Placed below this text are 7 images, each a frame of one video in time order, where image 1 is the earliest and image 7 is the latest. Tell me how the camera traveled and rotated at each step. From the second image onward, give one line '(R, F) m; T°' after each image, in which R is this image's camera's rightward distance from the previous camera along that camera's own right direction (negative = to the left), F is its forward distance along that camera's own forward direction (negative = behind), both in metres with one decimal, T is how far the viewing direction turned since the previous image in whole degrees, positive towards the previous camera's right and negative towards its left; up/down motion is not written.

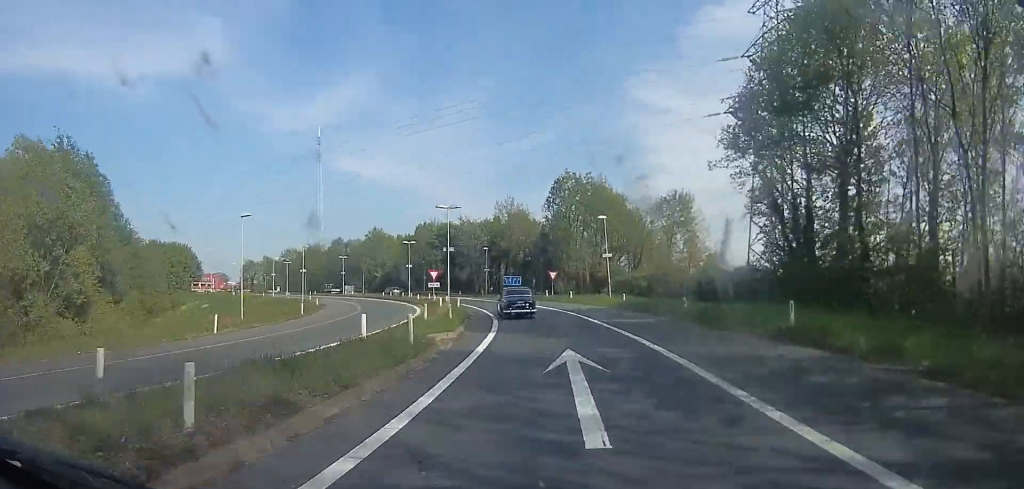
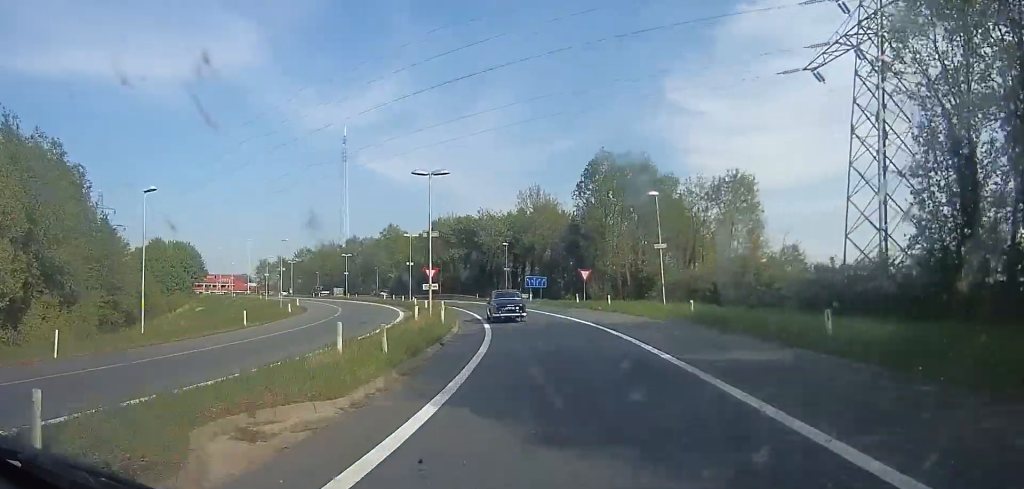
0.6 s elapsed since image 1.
(-0.1, +10.2) m; -3°
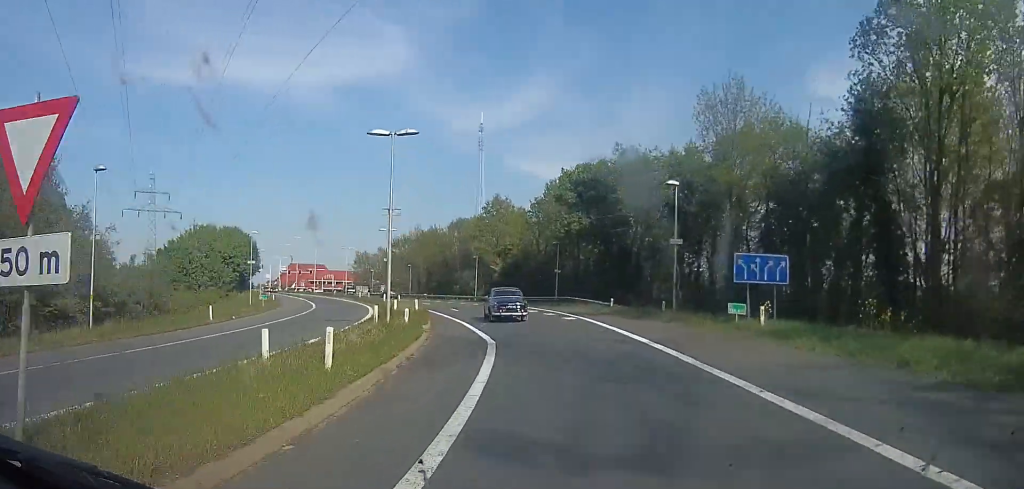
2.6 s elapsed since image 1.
(-5.2, +31.7) m; -17°
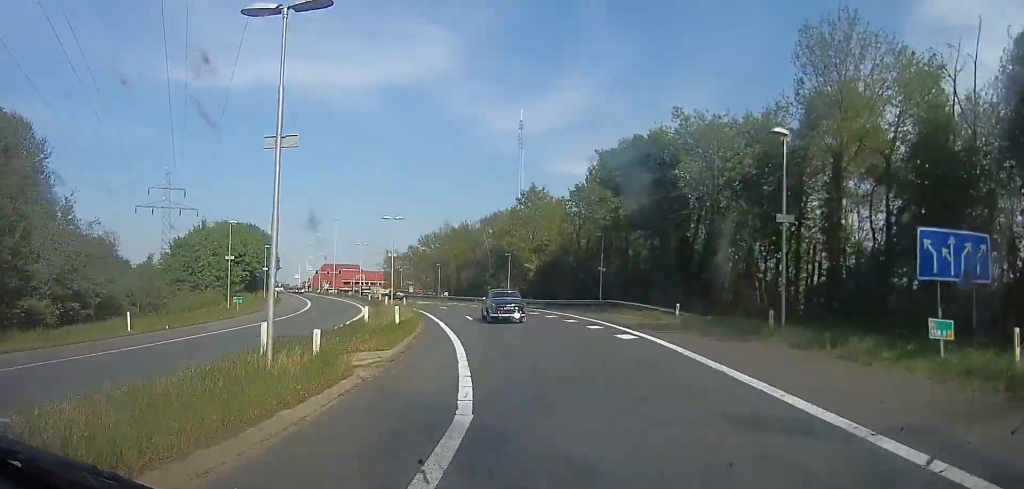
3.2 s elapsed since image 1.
(+0.1, +8.5) m; 0°
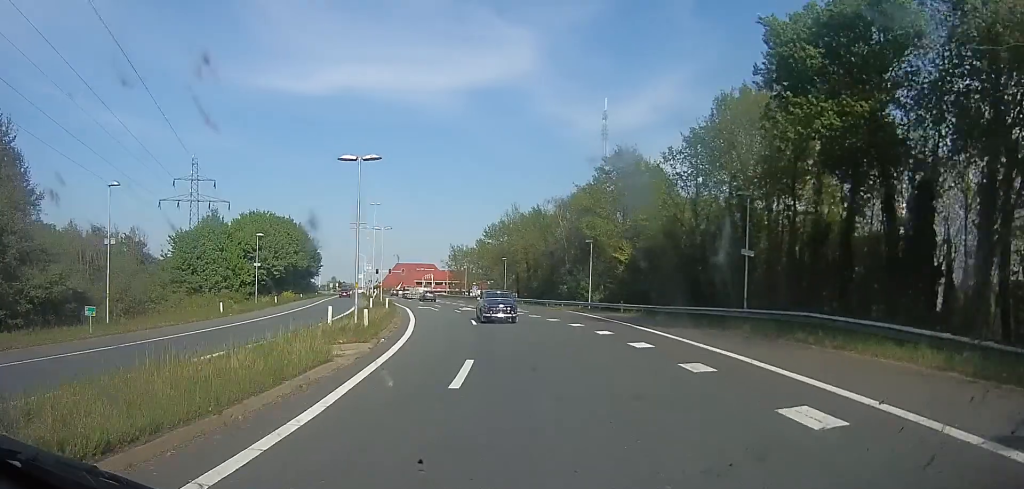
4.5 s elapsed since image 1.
(-0.6, +18.1) m; -13°
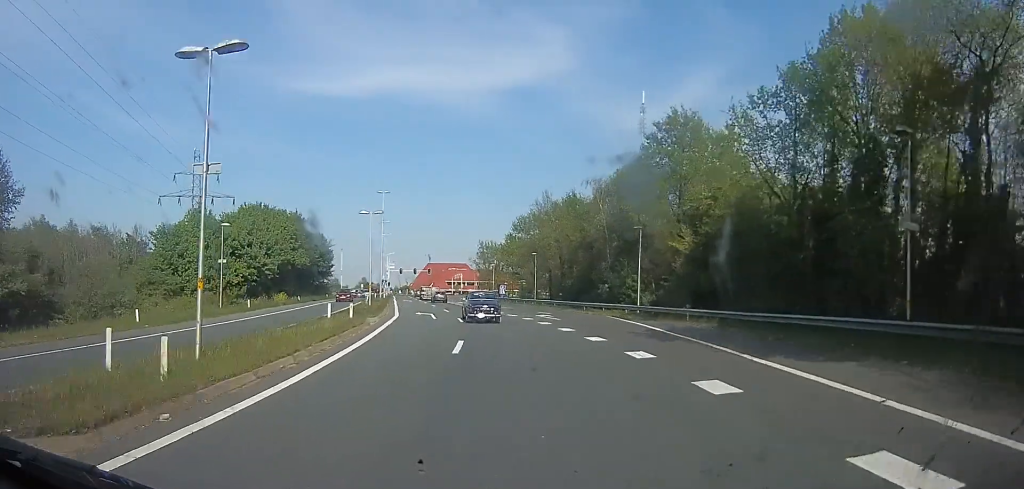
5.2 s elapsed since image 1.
(-2.2, +10.1) m; -5°
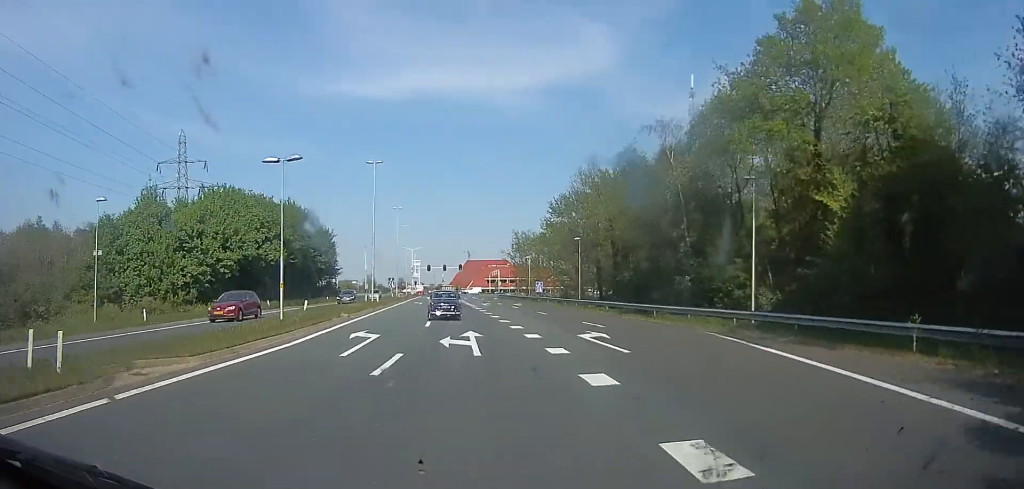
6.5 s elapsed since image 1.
(+0.7, +15.6) m; -2°
